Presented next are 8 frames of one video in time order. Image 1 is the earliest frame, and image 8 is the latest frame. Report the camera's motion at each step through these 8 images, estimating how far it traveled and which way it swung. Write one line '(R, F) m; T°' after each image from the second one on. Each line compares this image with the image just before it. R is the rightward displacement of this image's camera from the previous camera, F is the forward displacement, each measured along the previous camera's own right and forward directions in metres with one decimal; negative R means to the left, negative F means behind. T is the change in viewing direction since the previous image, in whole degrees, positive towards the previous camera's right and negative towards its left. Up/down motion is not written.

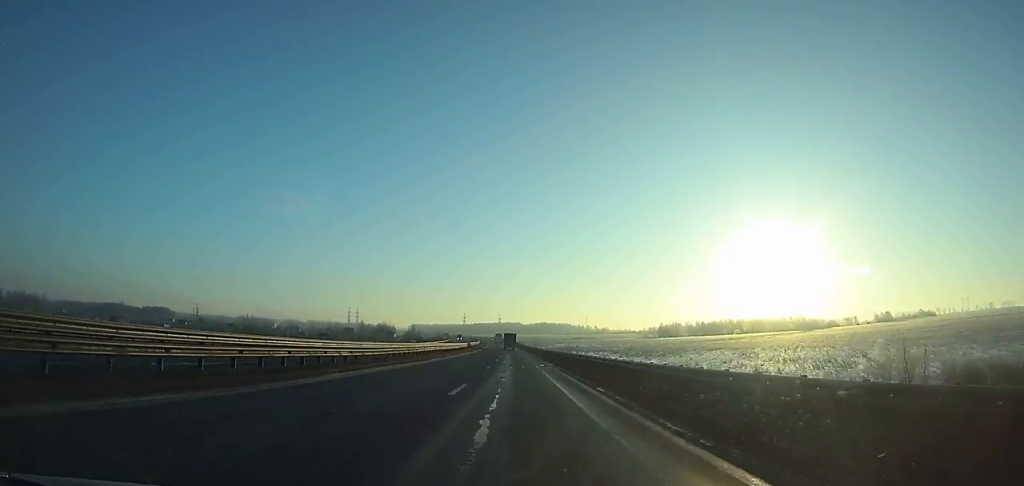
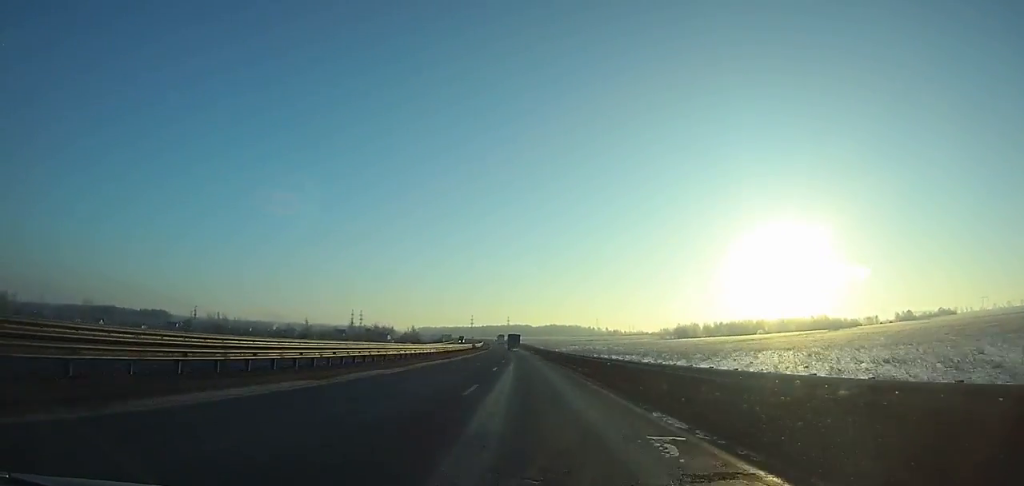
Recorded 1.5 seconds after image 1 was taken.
(-0.1, +31.9) m; 0°
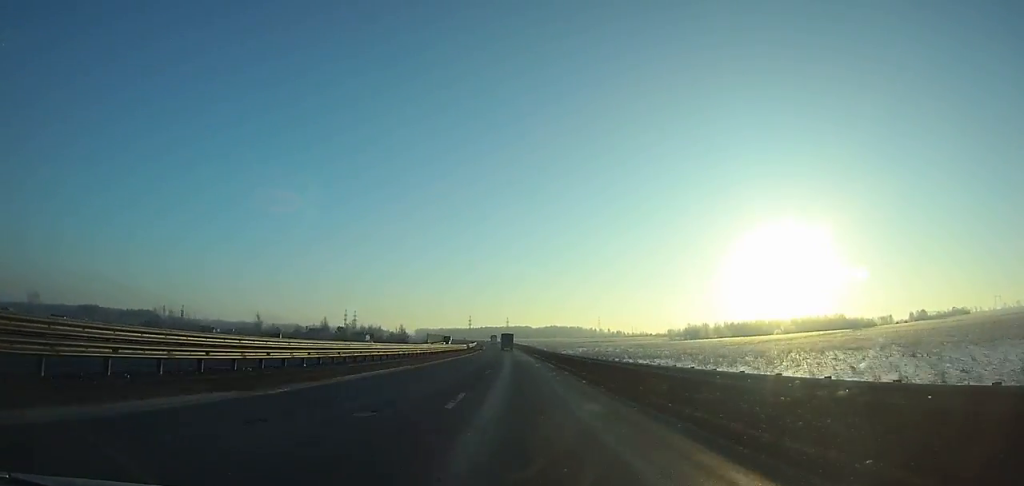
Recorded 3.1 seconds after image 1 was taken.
(-0.2, +34.4) m; 0°
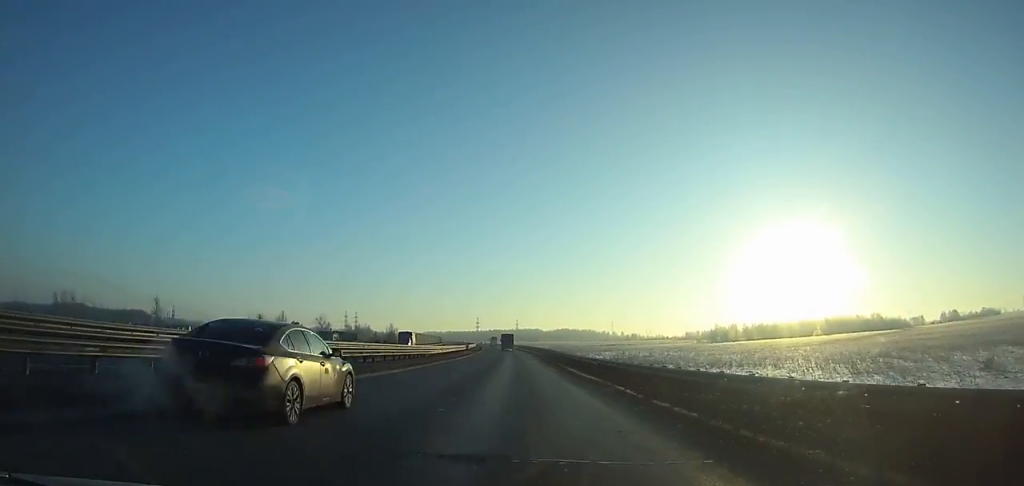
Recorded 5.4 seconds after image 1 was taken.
(-0.3, +49.7) m; -1°
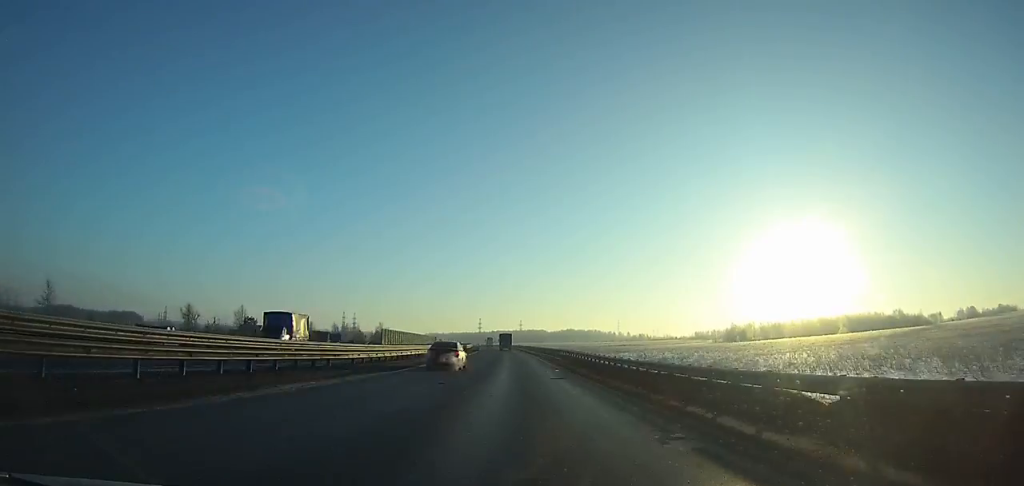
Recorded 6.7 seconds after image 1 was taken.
(0.0, +28.3) m; -1°
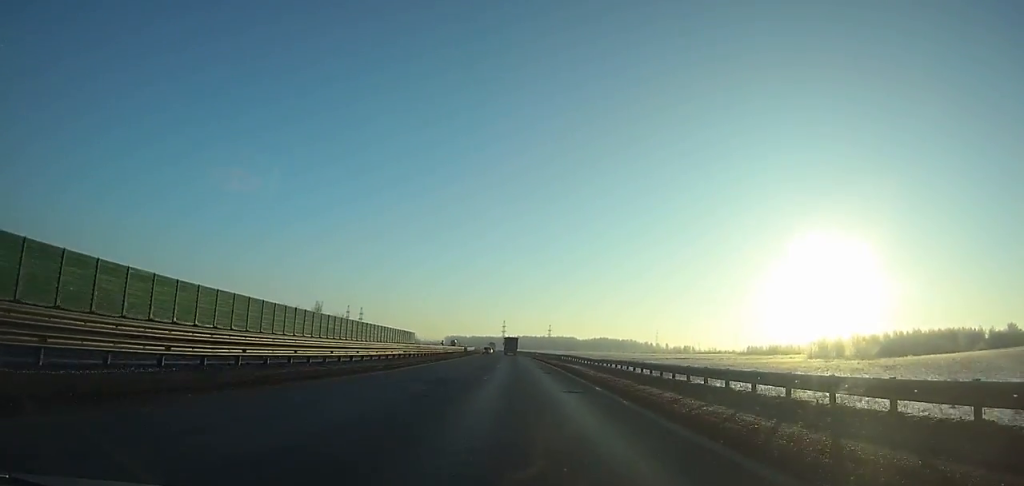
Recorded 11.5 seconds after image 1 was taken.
(-2.5, +105.5) m; -3°
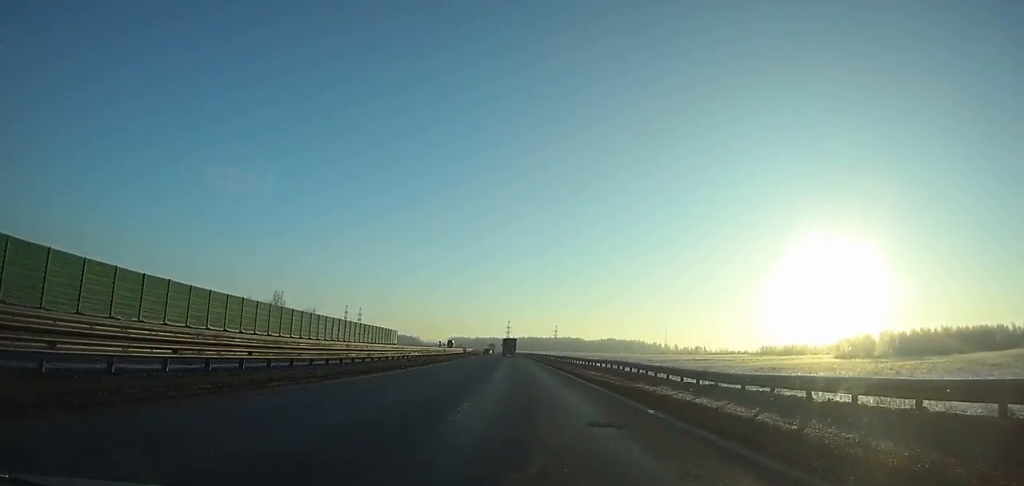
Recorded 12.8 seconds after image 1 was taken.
(-0.1, +28.7) m; -1°
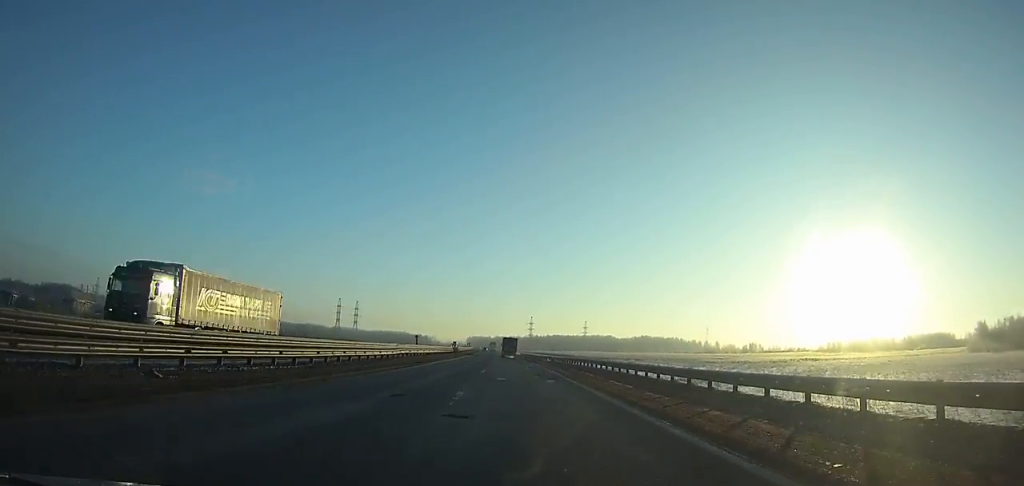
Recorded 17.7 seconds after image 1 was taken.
(-2.5, +107.6) m; -2°
